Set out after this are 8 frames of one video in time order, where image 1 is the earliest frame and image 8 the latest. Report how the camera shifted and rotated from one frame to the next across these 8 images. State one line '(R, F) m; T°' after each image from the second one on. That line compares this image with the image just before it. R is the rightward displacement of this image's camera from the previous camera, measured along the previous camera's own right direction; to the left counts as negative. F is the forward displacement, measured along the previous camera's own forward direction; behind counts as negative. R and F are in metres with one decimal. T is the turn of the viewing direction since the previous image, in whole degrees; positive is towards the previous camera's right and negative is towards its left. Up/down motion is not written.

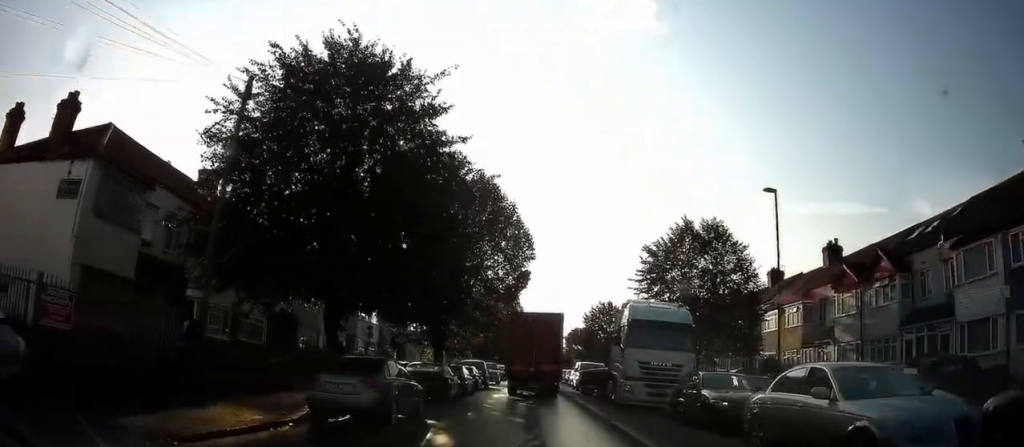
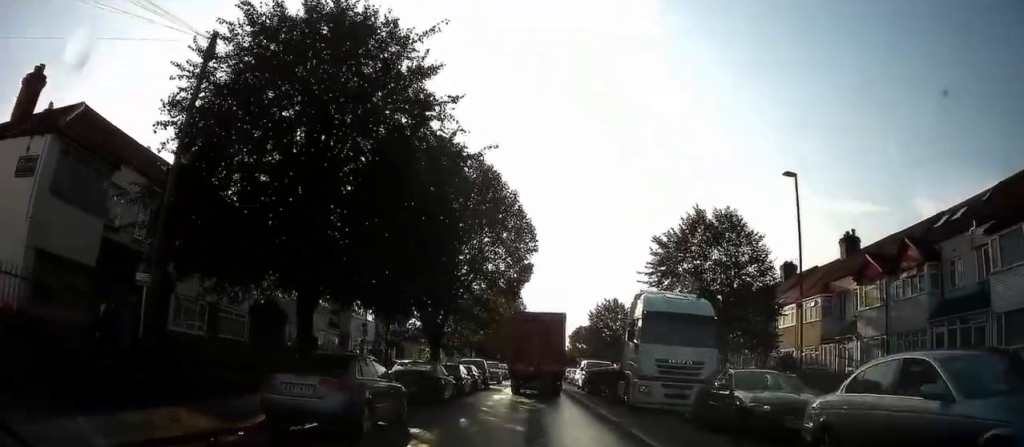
(0.0, +2.2) m; 0°
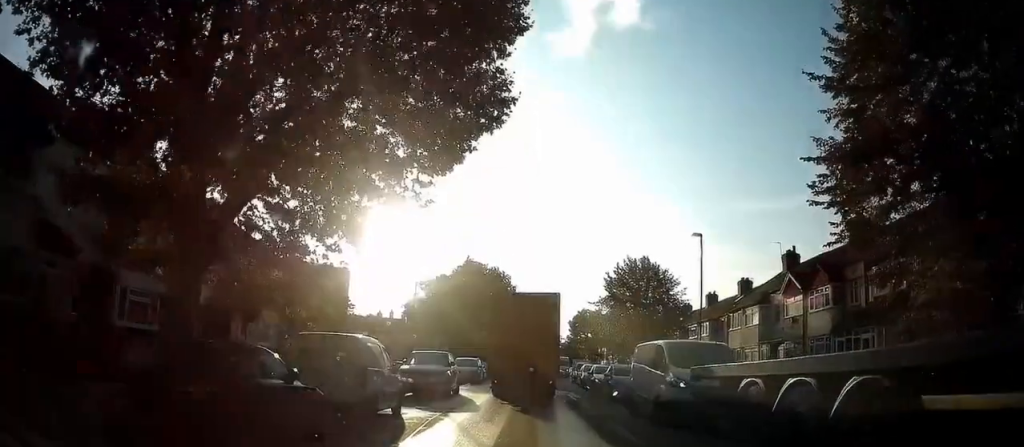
(0.0, +23.4) m; 0°
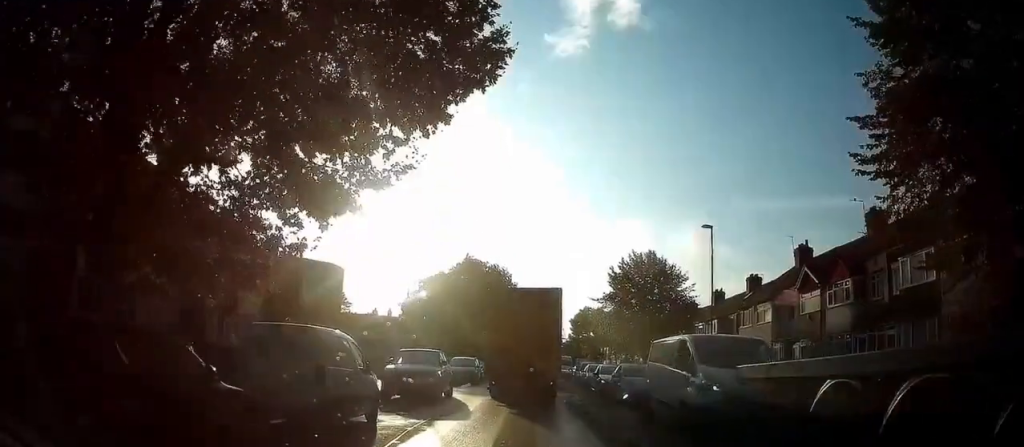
(0.0, +2.3) m; 0°
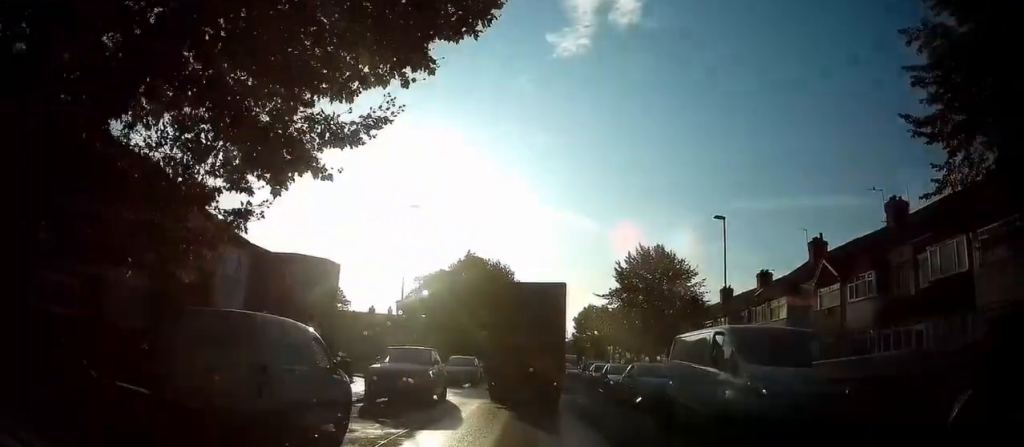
(0.0, +2.1) m; 0°
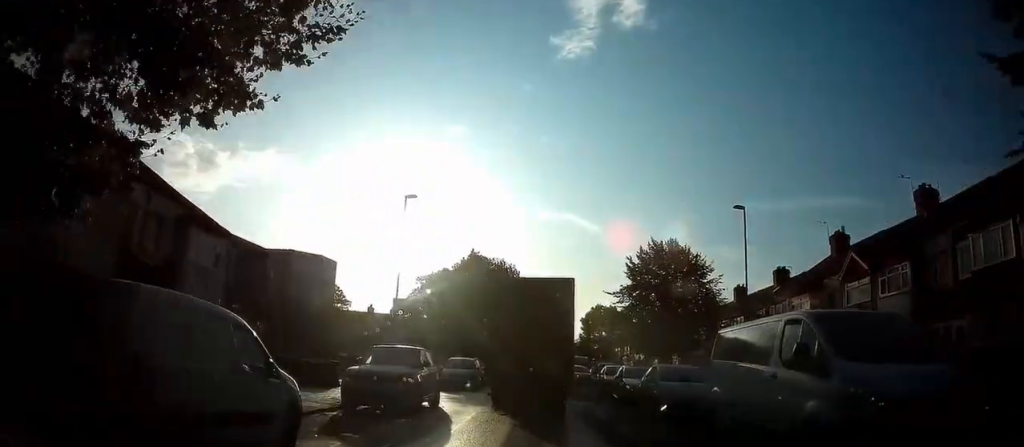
(0.0, +2.8) m; 0°
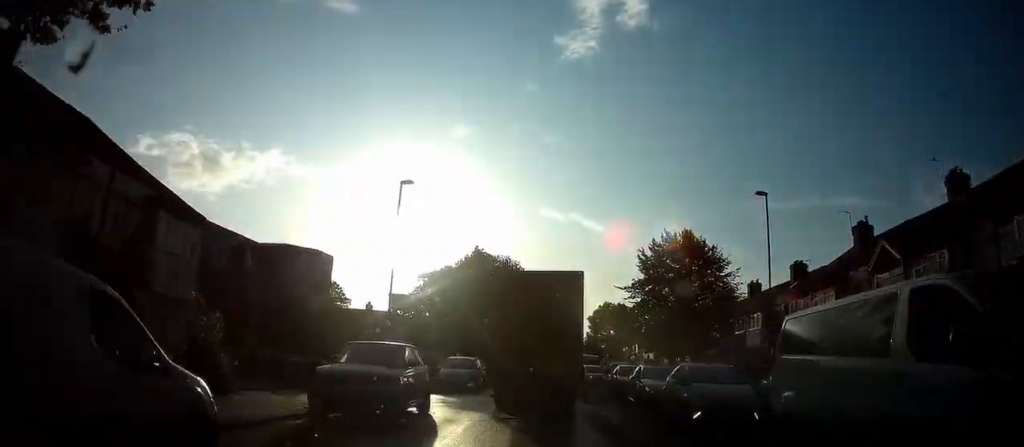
(0.0, +2.8) m; 0°
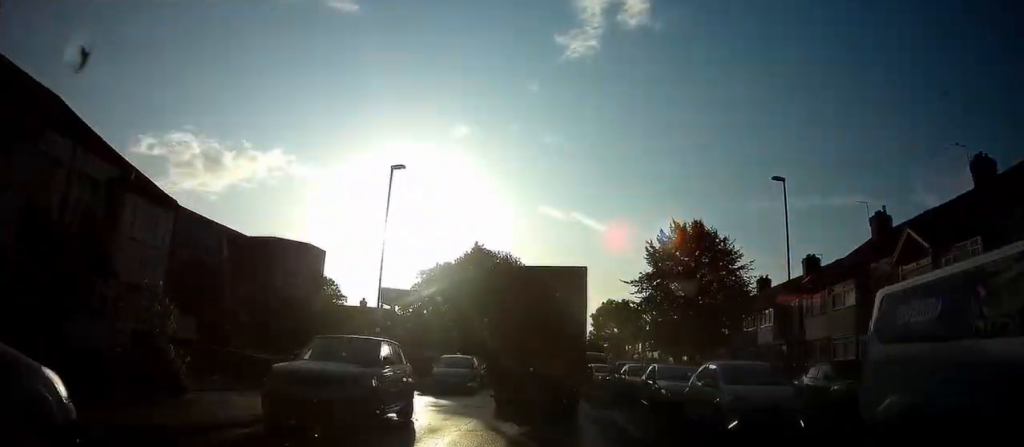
(0.0, +2.4) m; 0°
